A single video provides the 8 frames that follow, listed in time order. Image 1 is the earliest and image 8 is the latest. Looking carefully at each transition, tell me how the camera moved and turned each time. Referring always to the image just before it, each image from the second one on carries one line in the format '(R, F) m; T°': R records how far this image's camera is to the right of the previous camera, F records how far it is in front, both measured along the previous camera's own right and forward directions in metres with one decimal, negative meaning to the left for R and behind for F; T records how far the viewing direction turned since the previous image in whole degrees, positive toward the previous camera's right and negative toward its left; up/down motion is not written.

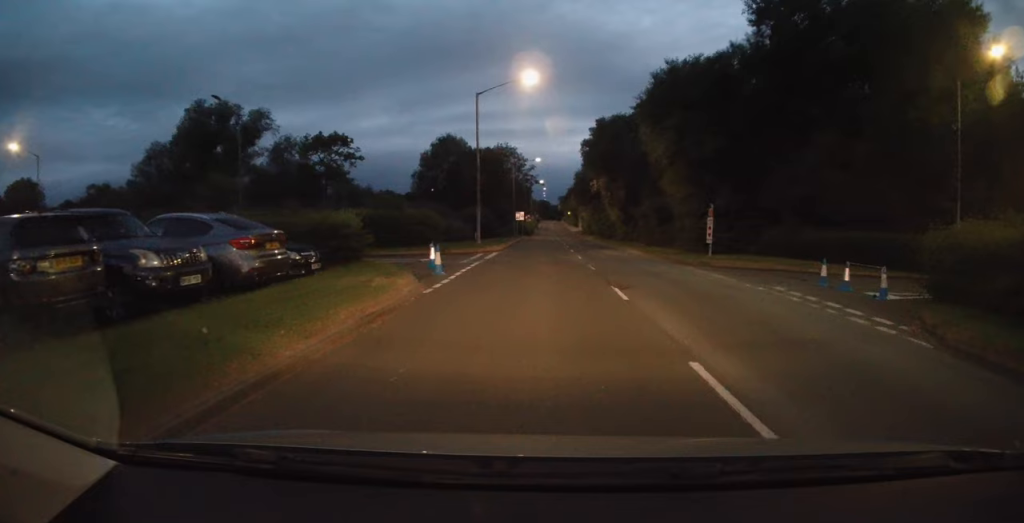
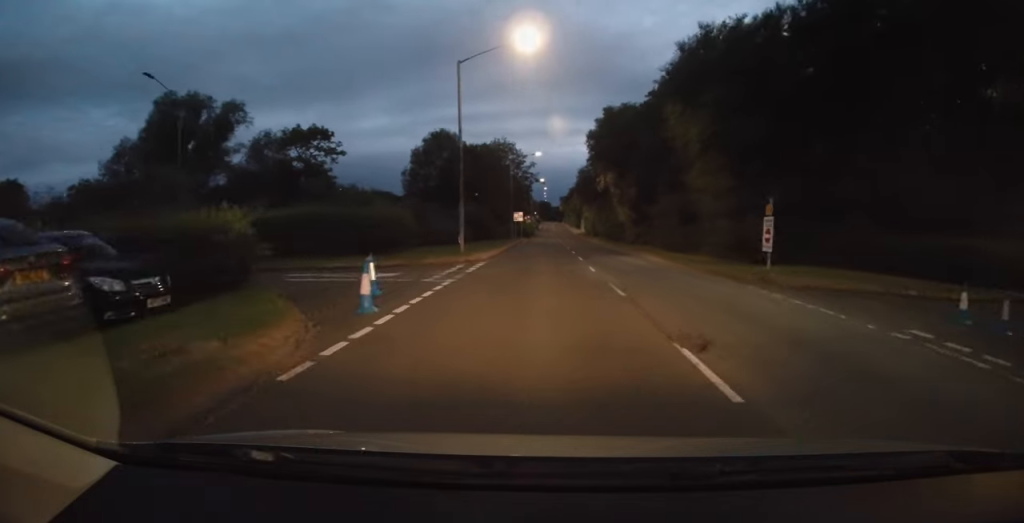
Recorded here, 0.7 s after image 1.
(-0.1, +5.7) m; -1°
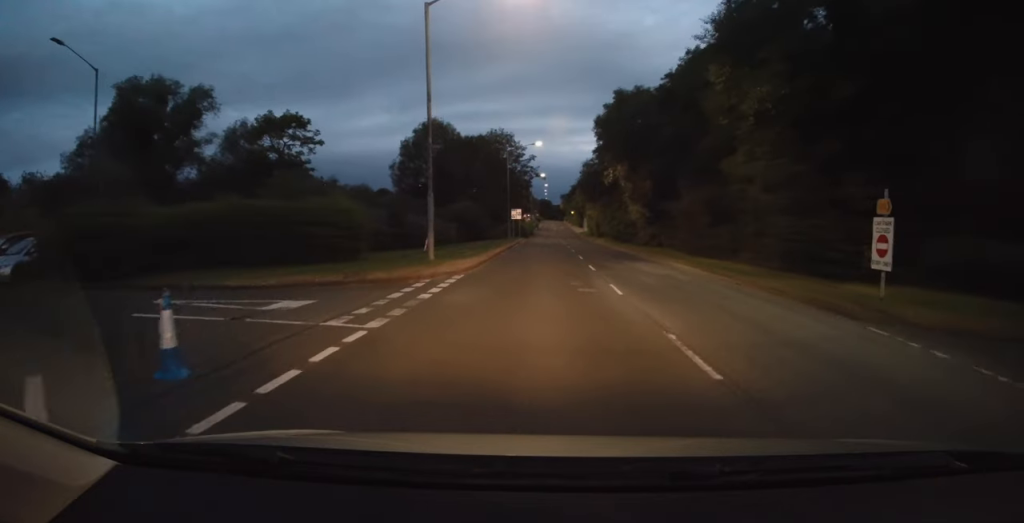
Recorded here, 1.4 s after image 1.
(0.0, +5.8) m; 0°
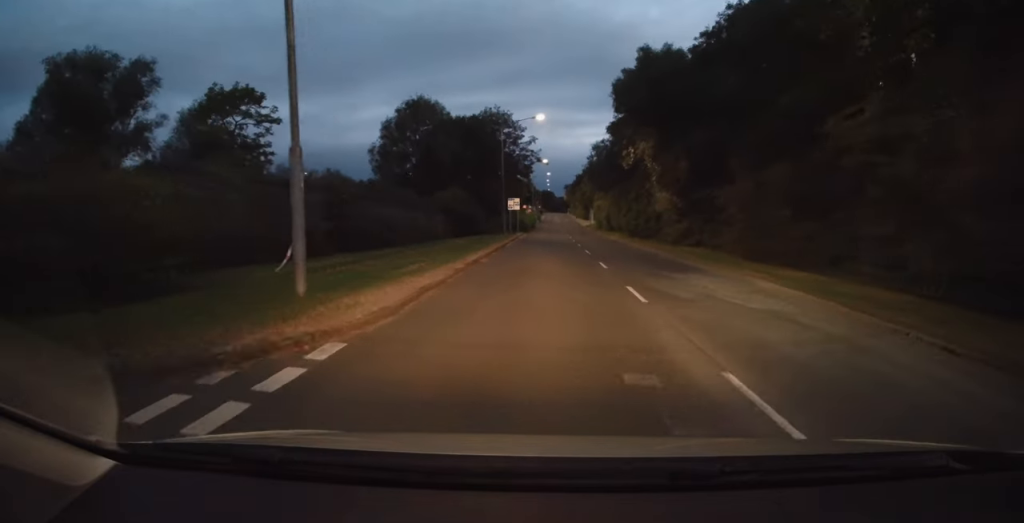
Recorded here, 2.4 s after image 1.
(0.0, +8.5) m; 0°
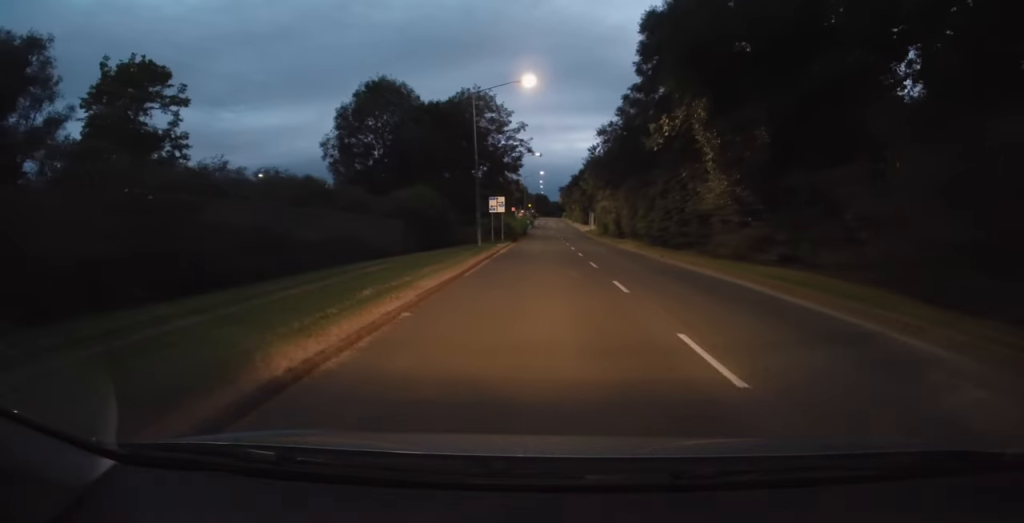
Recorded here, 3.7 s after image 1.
(-0.2, +11.0) m; 0°
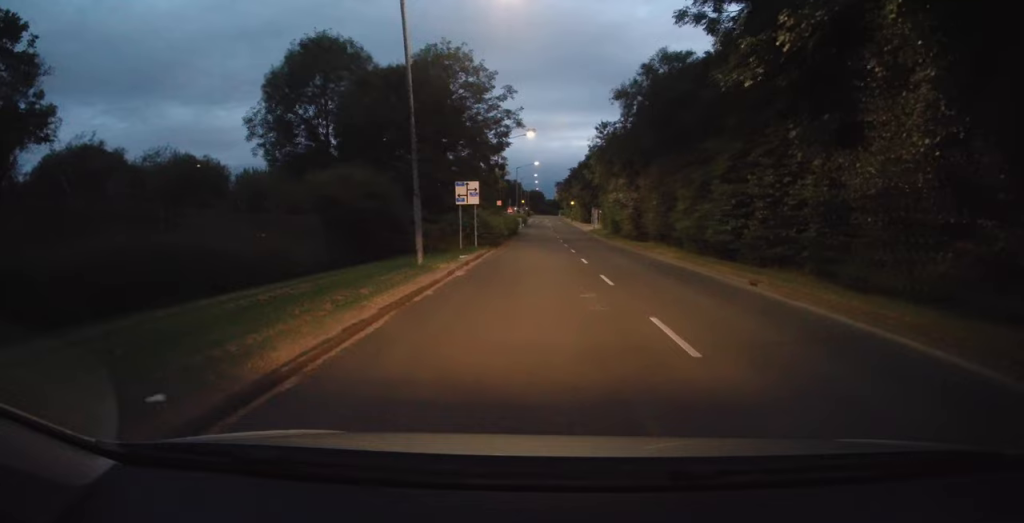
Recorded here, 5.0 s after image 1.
(+0.4, +11.7) m; +1°
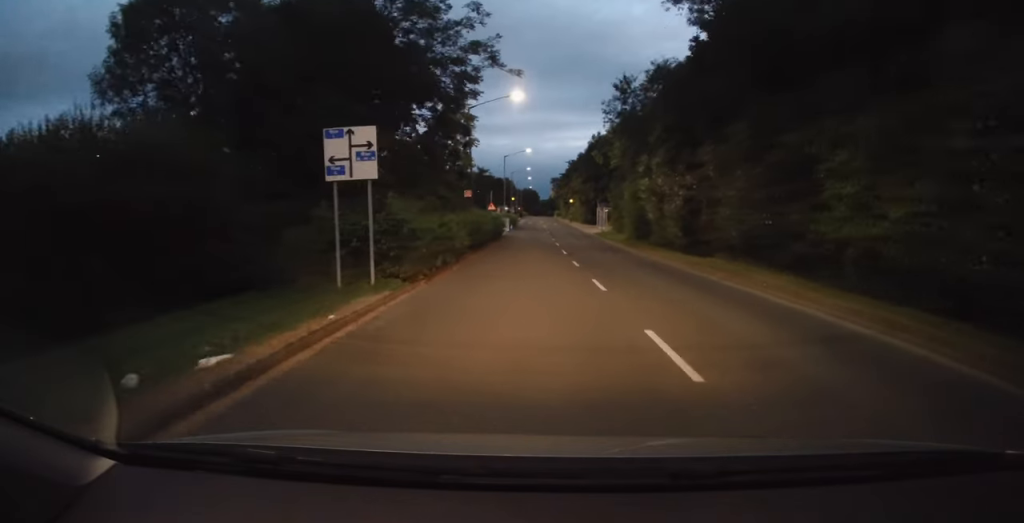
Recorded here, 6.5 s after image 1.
(-0.3, +13.7) m; +1°
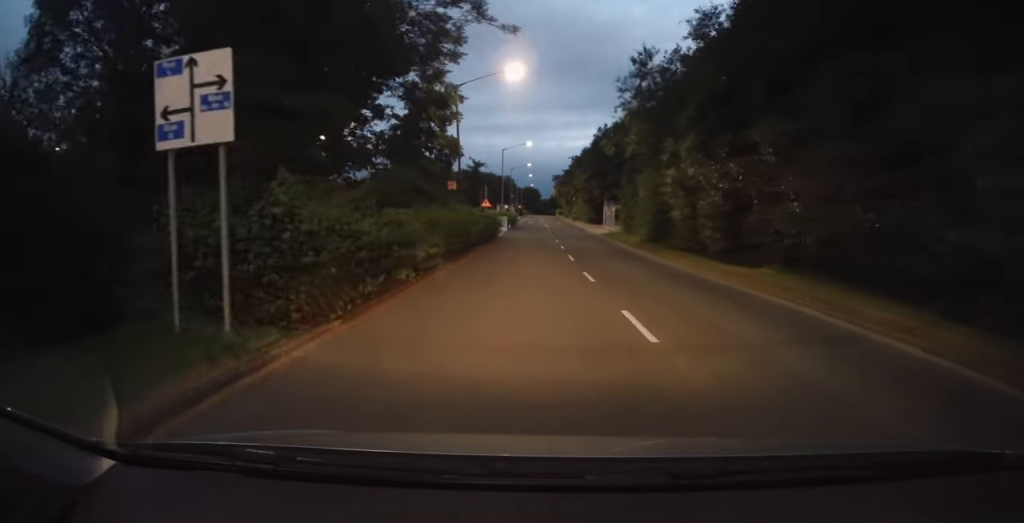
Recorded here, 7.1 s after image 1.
(+0.2, +4.9) m; +2°
